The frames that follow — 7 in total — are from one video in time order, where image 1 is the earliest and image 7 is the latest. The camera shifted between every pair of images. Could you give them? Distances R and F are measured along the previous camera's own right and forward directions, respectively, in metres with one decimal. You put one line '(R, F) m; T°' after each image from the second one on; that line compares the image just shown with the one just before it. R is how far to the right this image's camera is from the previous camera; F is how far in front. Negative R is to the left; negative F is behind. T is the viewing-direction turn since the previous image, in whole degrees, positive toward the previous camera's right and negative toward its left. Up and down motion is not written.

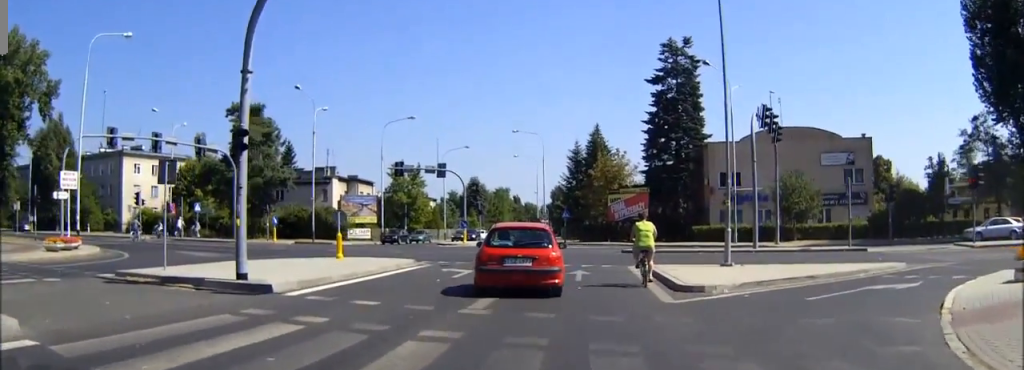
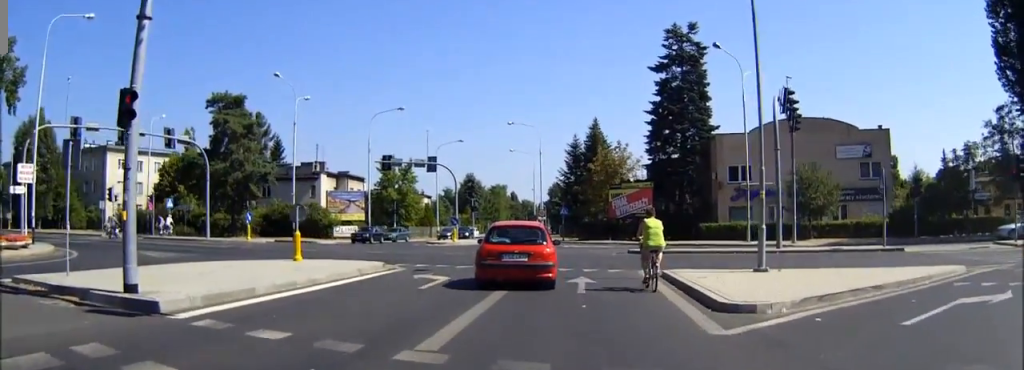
(-0.1, +4.6) m; -2°
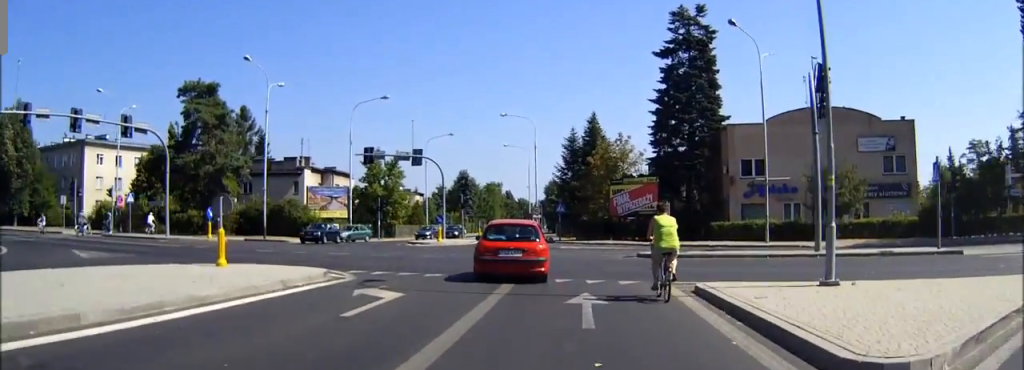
(0.0, +5.6) m; -1°
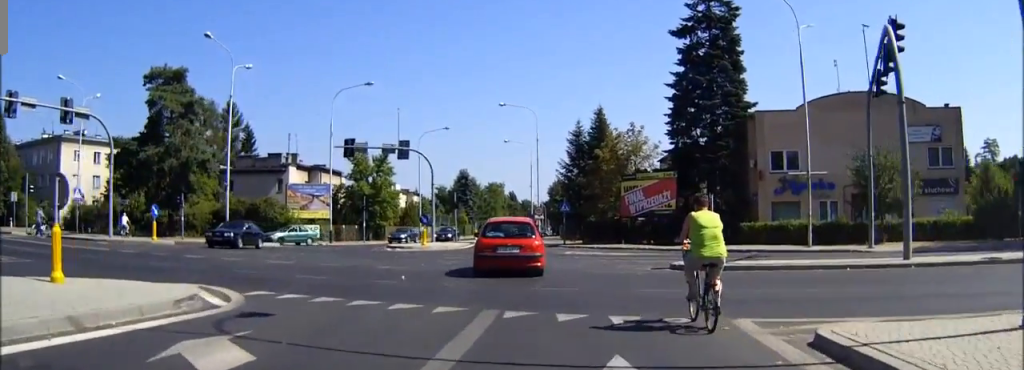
(-0.1, +7.2) m; -1°
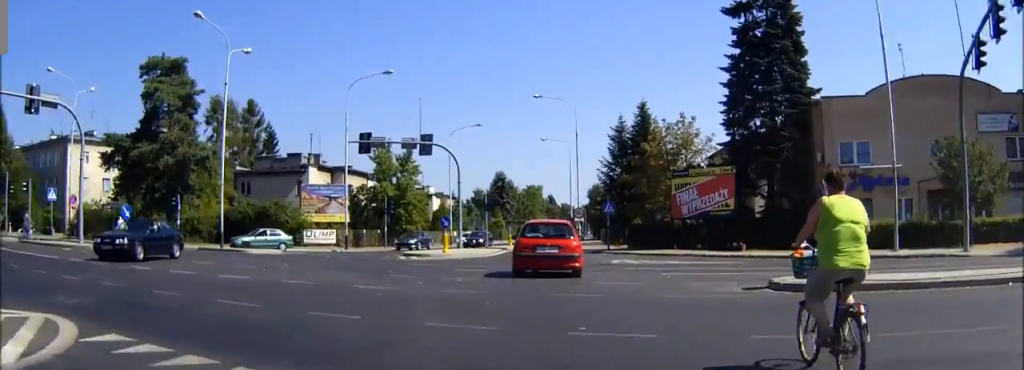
(-0.1, +6.3) m; -1°
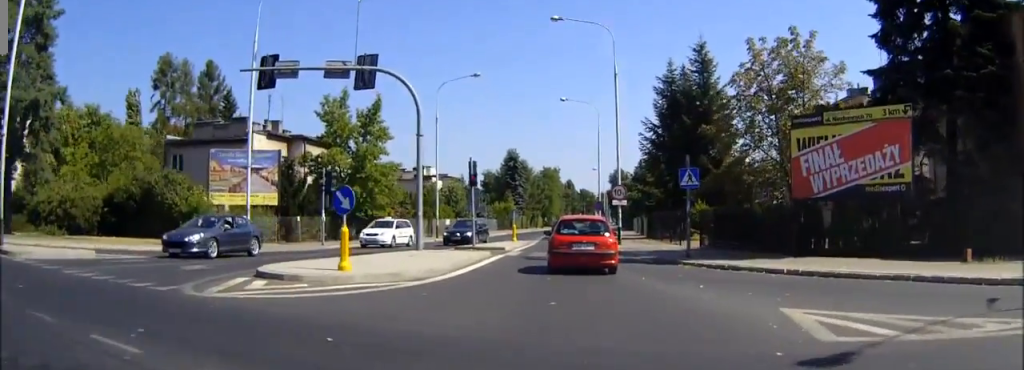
(-0.3, +20.8) m; 0°
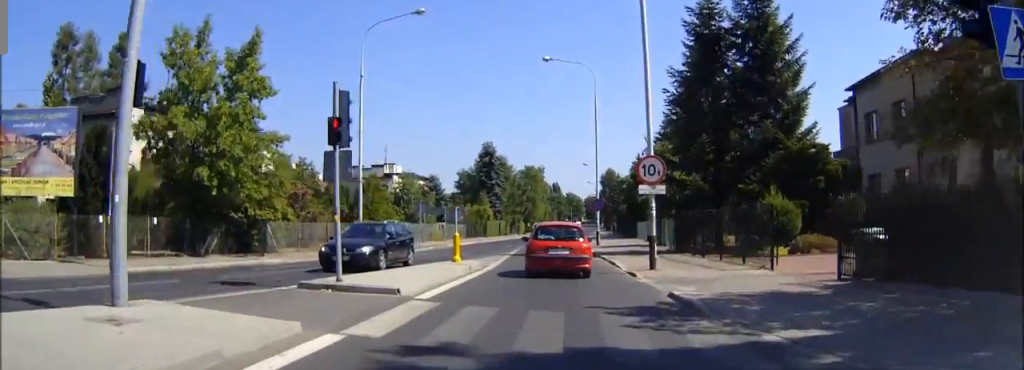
(+0.3, +19.1) m; +2°
